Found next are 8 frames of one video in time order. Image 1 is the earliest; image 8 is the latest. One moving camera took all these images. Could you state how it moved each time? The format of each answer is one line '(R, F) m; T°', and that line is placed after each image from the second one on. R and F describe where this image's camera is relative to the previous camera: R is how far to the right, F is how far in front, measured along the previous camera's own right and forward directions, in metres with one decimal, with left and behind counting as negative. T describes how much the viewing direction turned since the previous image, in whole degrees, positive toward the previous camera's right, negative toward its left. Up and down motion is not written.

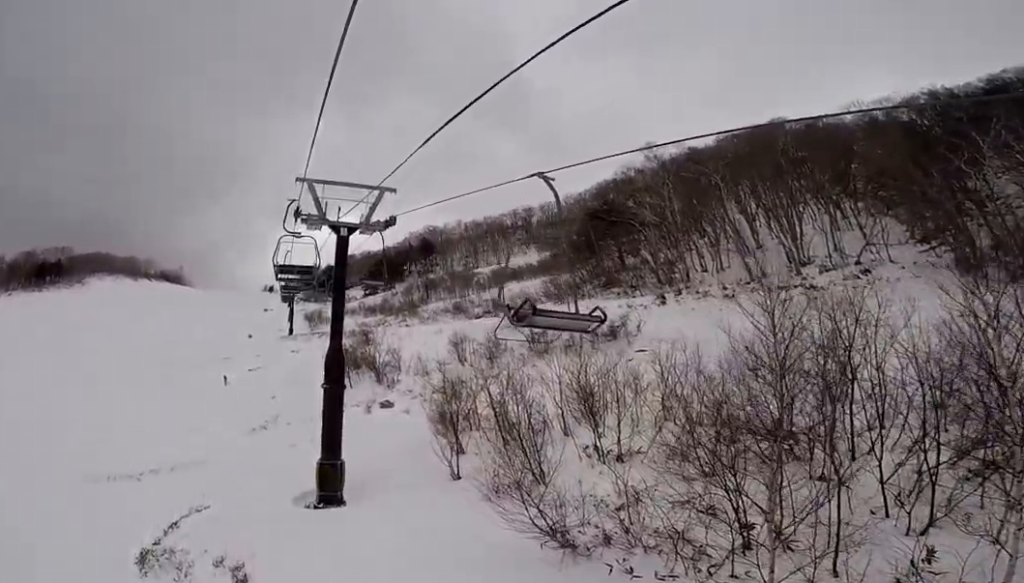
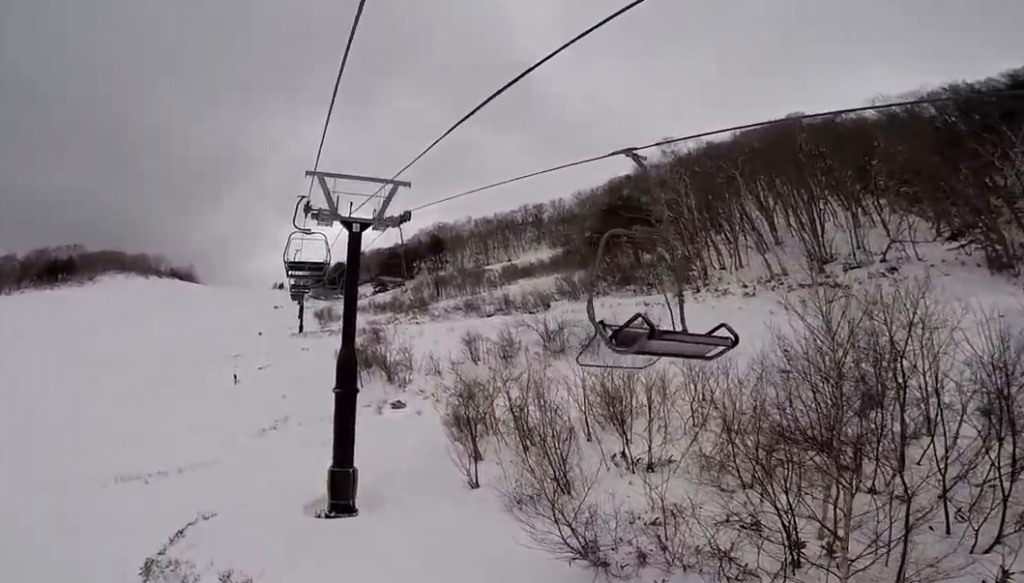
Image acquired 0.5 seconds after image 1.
(0.0, +0.9) m; 0°
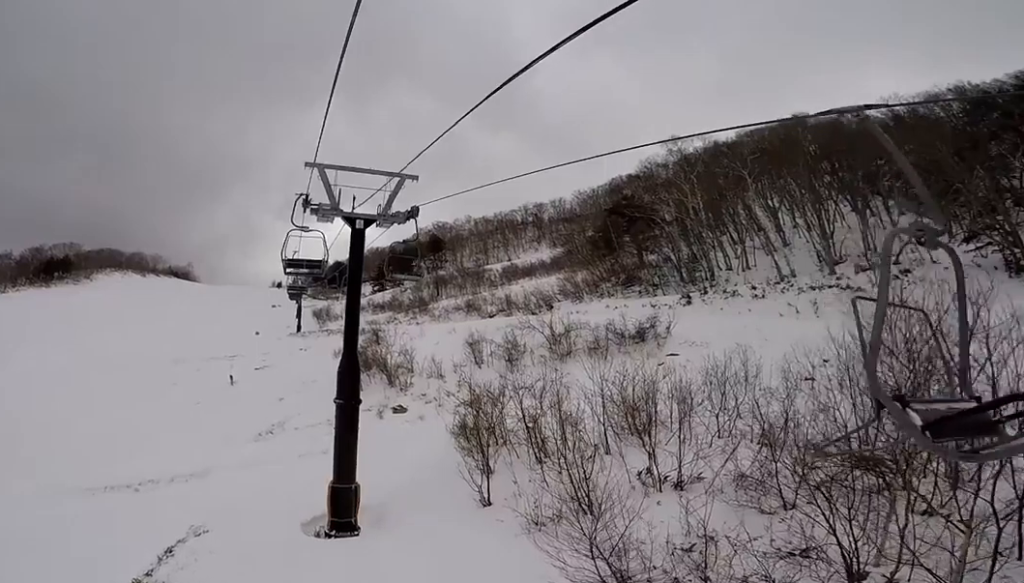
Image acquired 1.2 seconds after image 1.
(0.0, +1.4) m; 0°
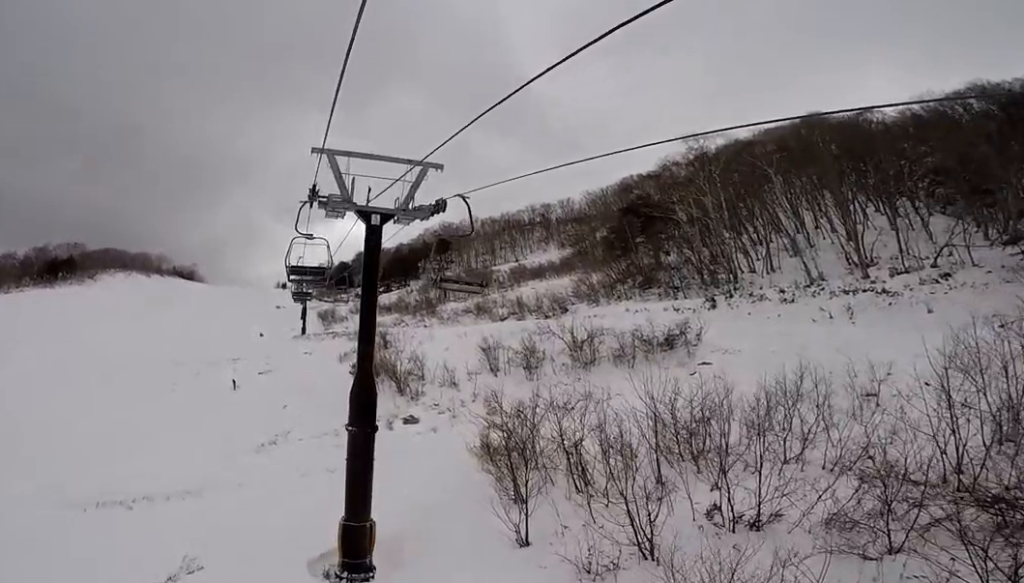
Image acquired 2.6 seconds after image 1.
(0.0, +2.4) m; 0°
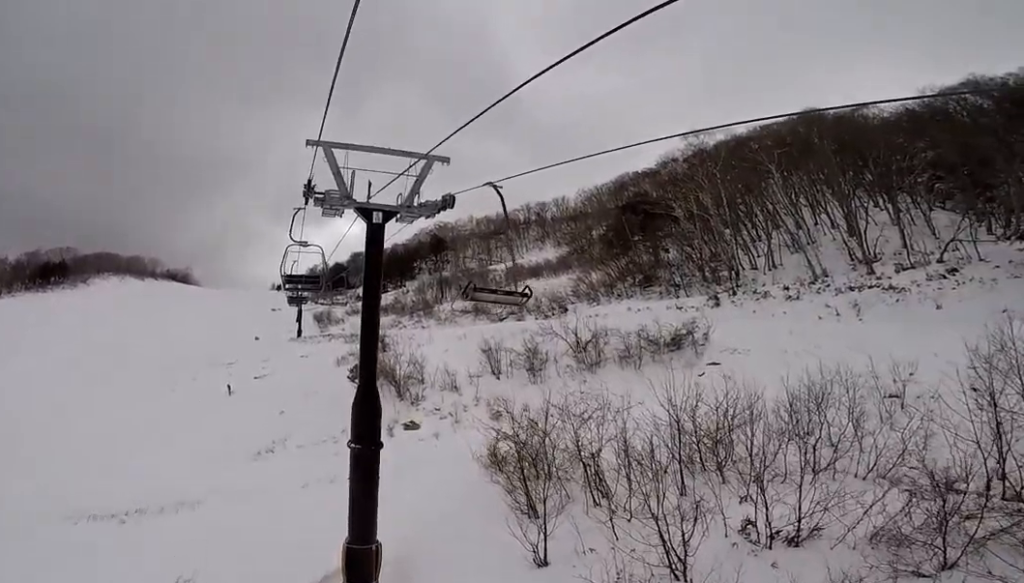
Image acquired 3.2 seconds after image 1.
(0.0, +1.1) m; 0°
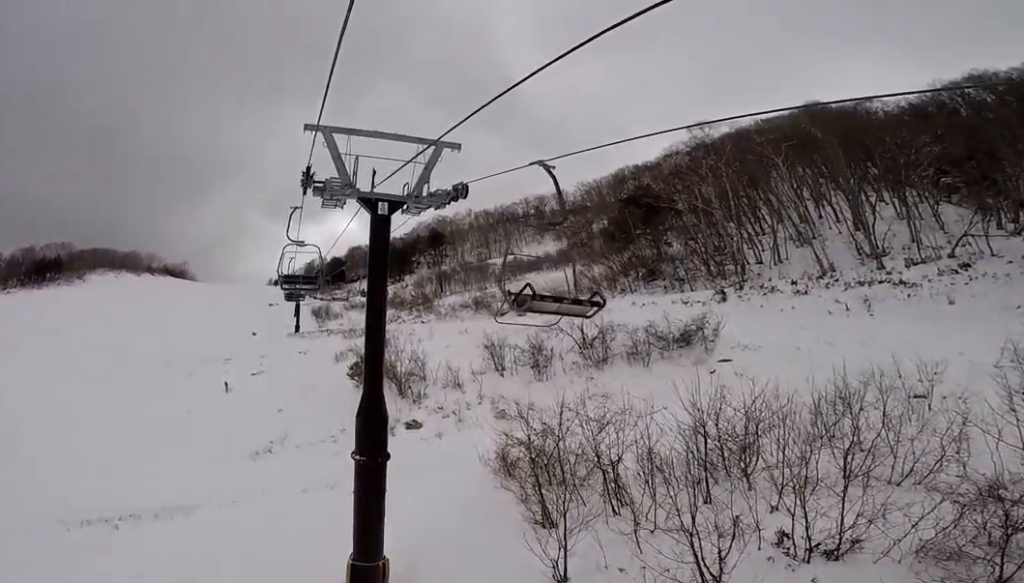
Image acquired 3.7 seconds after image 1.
(0.0, +1.0) m; 0°
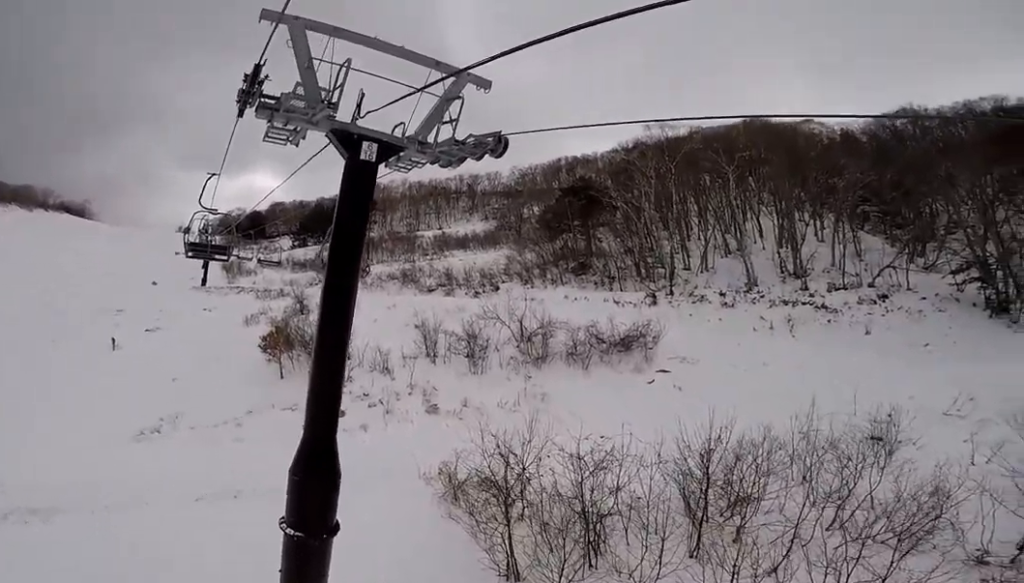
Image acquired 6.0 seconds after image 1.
(0.0, +4.1) m; 0°
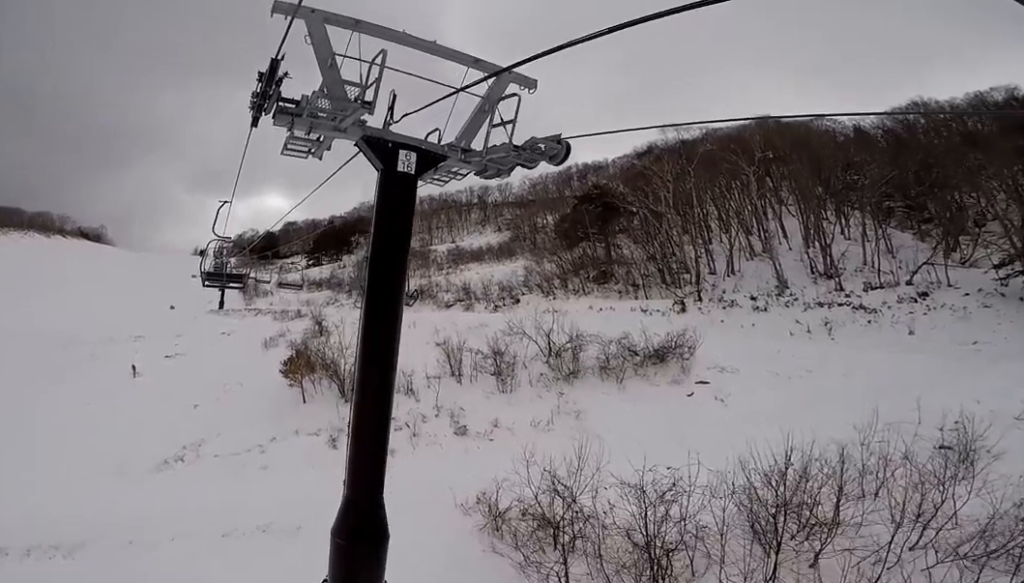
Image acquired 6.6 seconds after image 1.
(0.0, +1.1) m; 0°
